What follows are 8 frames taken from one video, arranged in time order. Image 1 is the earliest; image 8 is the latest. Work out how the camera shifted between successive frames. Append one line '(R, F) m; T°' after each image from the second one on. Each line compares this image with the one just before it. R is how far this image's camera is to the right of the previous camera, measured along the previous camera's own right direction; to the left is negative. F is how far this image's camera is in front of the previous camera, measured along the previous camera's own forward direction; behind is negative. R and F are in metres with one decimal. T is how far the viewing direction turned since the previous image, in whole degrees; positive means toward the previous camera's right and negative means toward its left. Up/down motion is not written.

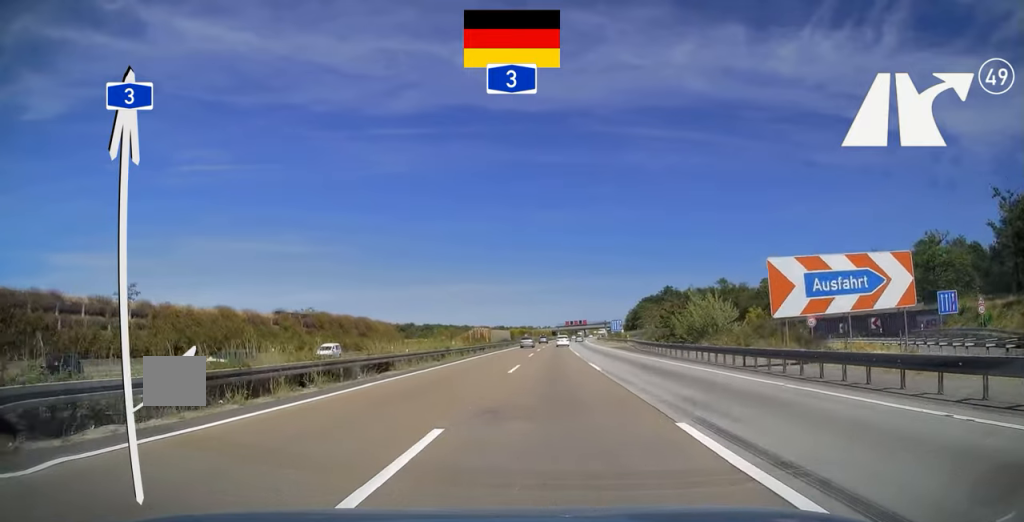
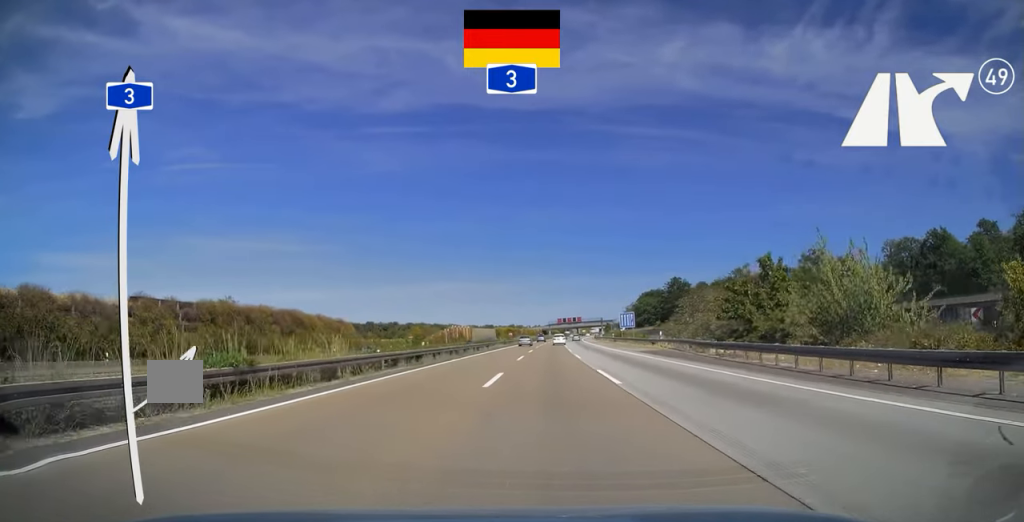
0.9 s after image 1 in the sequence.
(+0.2, +27.7) m; 0°
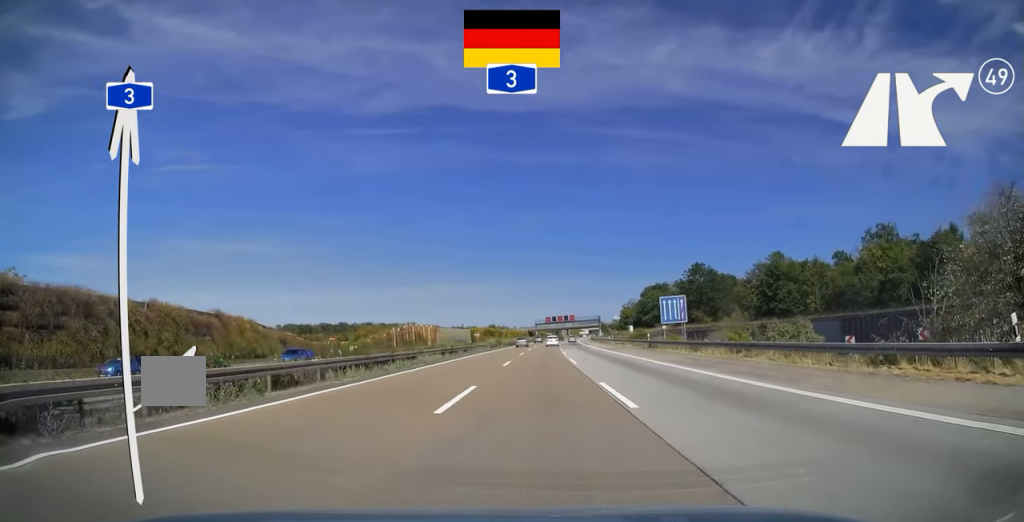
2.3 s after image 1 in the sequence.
(0.0, +41.0) m; +1°
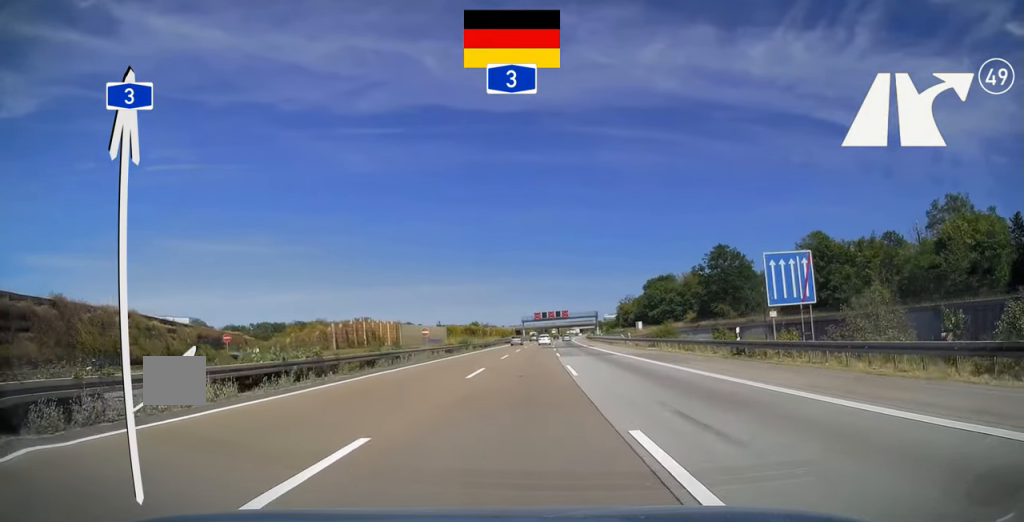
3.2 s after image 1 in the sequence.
(+0.6, +27.4) m; +2°
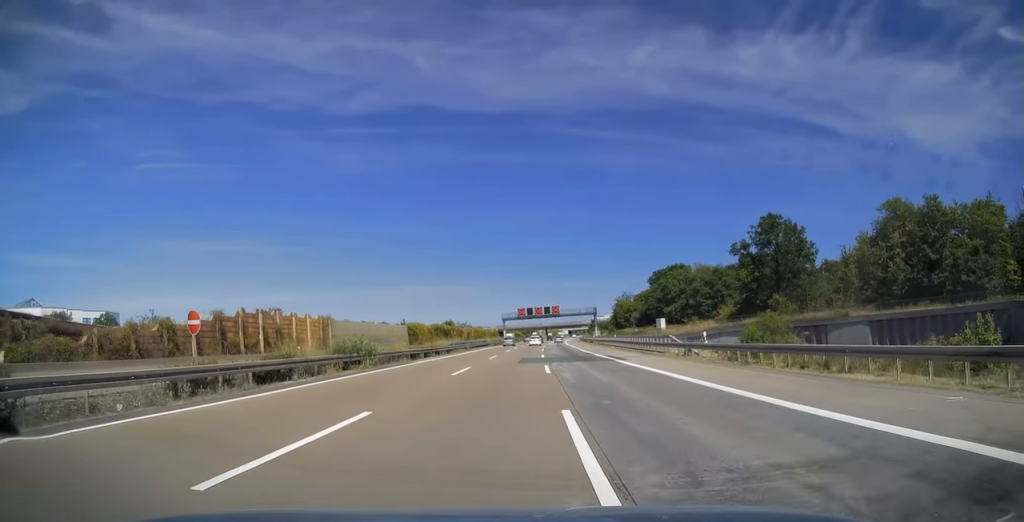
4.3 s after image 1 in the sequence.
(+0.4, +32.9) m; +1°
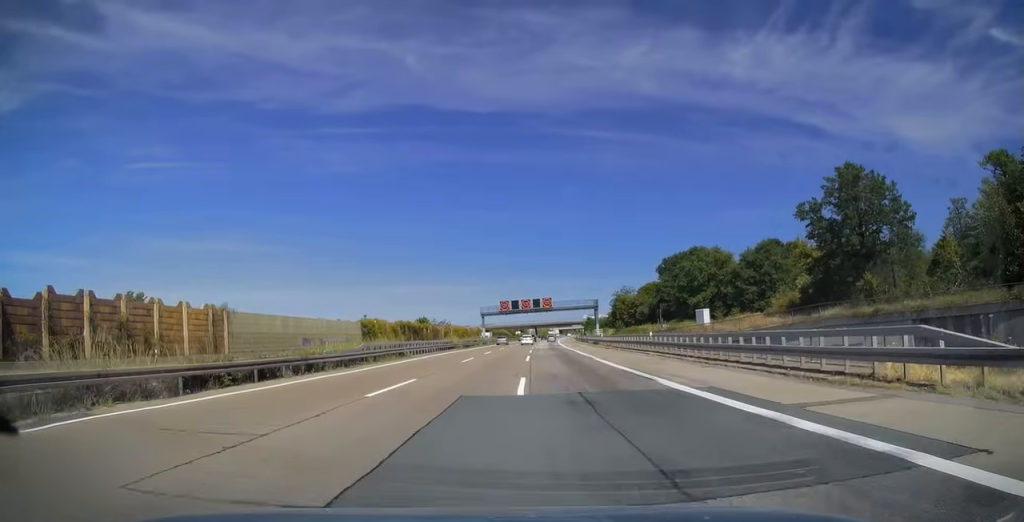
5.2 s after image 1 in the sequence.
(0.0, +26.9) m; +1°
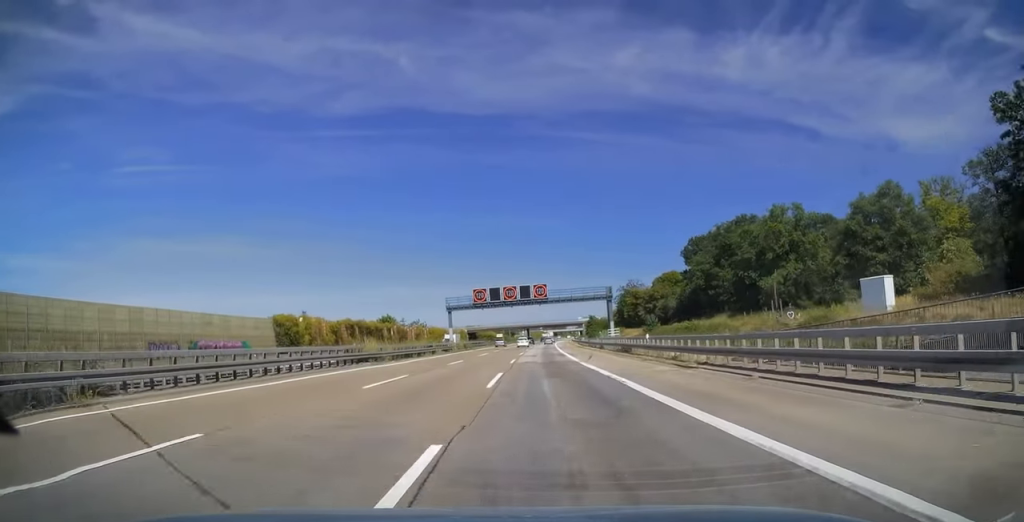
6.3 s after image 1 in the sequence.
(+0.4, +32.4) m; 0°
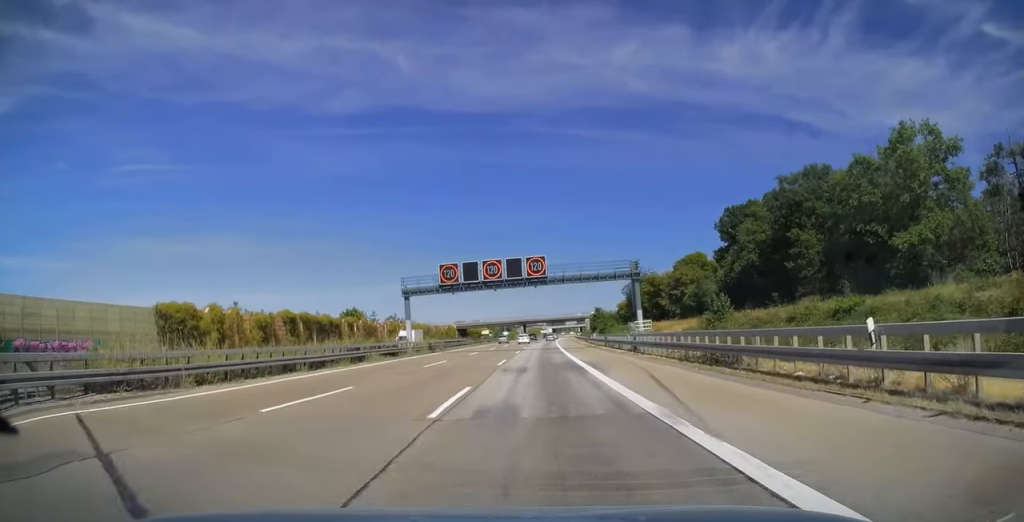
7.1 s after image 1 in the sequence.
(-0.1, +23.9) m; 0°
